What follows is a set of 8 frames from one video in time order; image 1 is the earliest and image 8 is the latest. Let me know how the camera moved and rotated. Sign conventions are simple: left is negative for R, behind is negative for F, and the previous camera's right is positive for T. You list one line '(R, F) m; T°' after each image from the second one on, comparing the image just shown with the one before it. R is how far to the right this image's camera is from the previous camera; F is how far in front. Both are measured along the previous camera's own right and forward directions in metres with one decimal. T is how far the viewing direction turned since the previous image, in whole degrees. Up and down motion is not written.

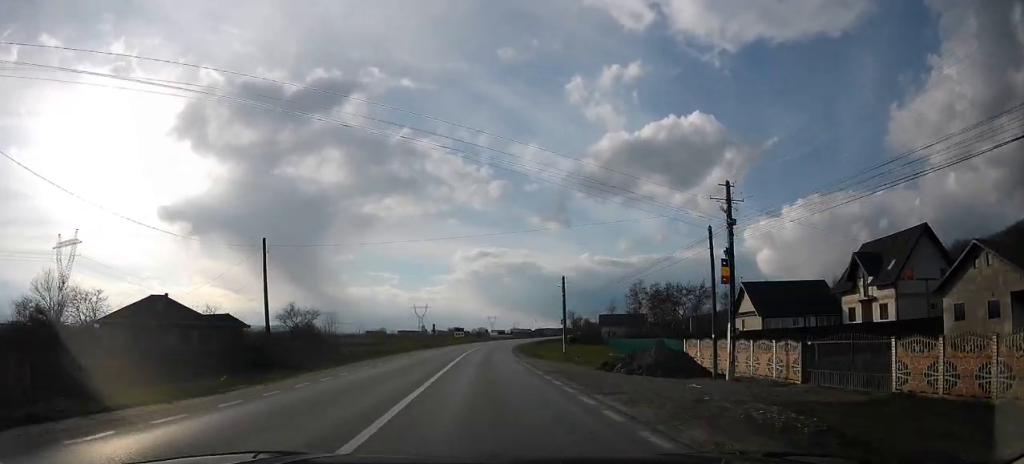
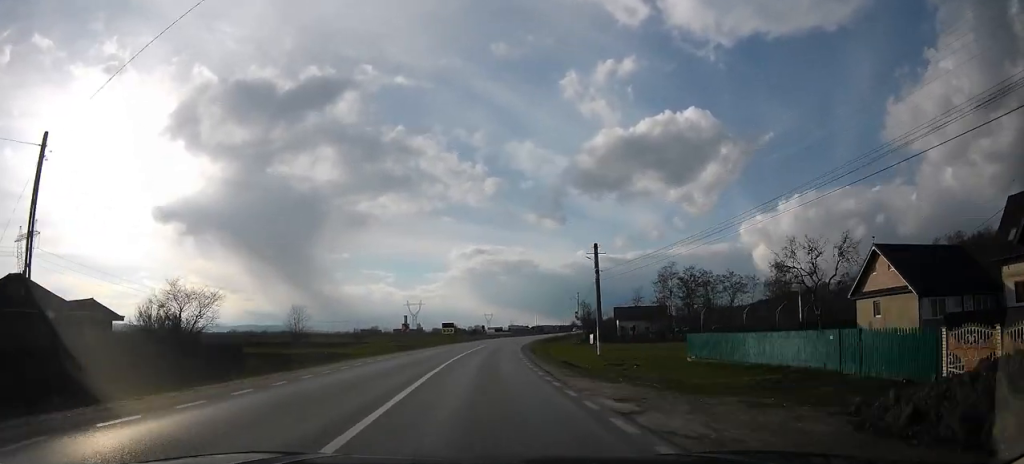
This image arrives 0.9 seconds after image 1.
(-0.1, +19.2) m; 0°
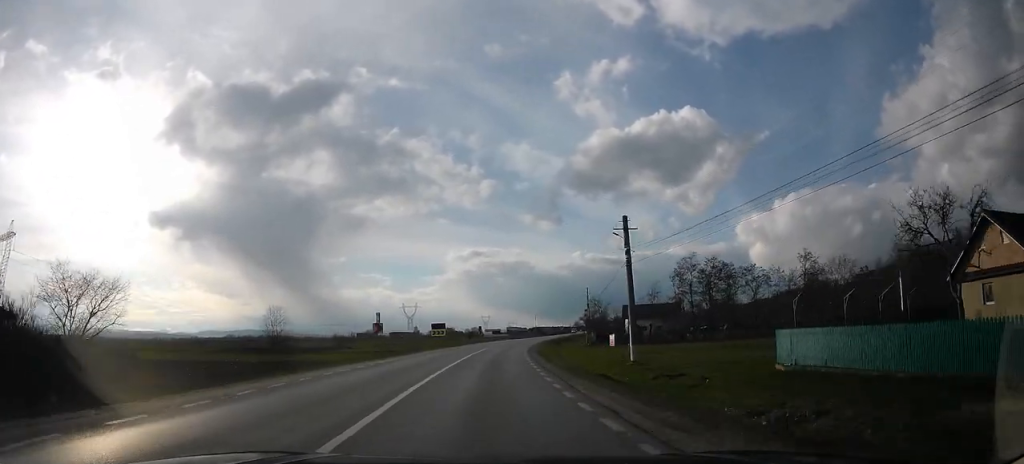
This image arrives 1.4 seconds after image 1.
(0.0, +9.7) m; 0°
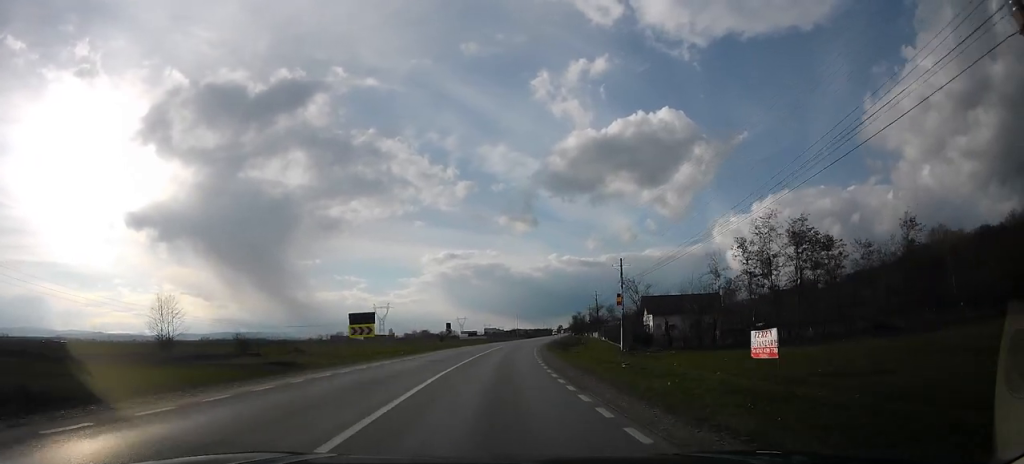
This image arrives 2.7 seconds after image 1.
(-0.1, +27.0) m; 0°
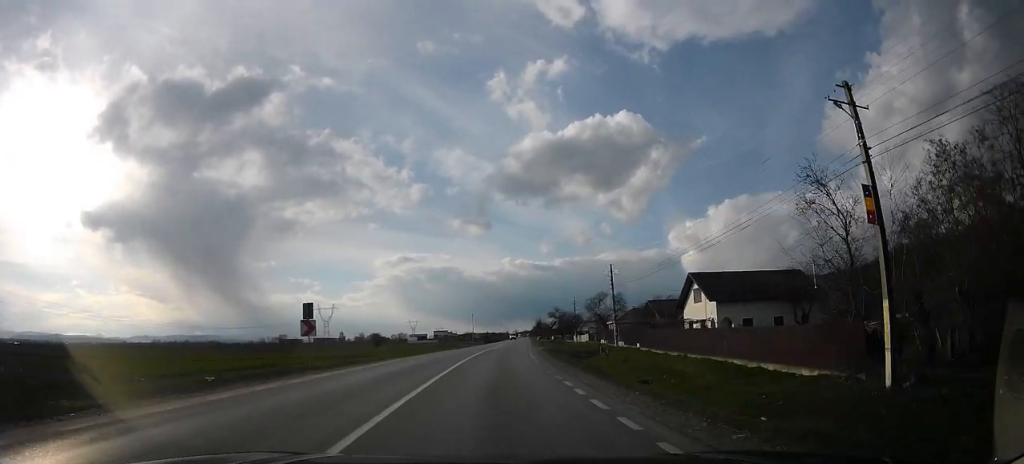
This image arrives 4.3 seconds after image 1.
(+2.2, +32.8) m; +8°
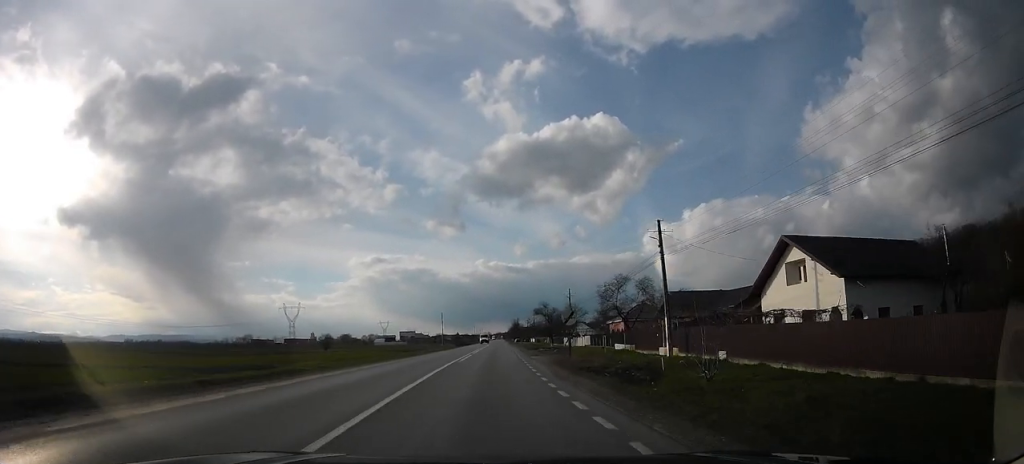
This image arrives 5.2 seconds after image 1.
(+0.7, +20.1) m; +2°
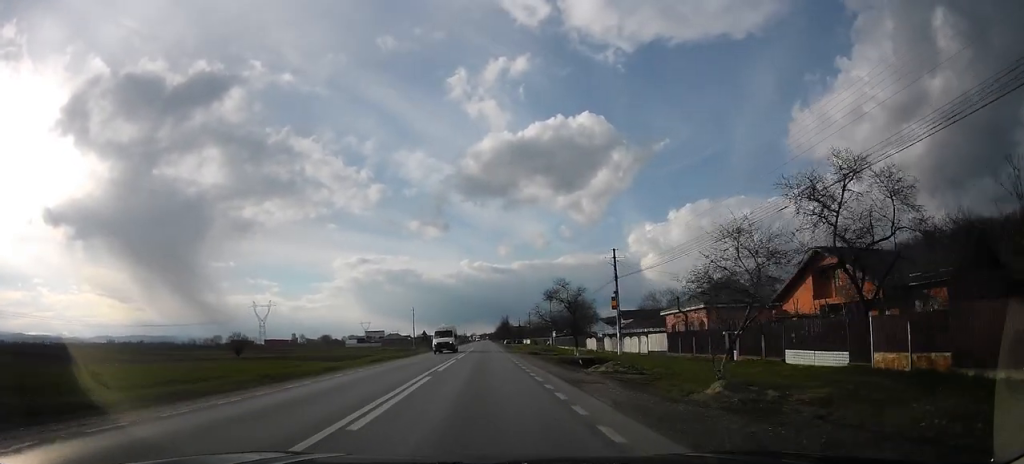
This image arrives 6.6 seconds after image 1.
(+0.1, +31.4) m; 0°
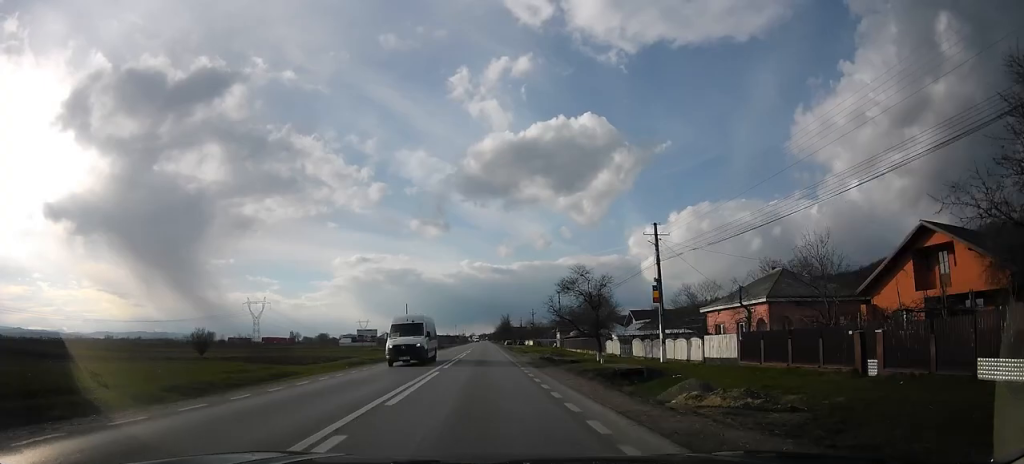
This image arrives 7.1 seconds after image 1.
(0.0, +9.6) m; +1°
